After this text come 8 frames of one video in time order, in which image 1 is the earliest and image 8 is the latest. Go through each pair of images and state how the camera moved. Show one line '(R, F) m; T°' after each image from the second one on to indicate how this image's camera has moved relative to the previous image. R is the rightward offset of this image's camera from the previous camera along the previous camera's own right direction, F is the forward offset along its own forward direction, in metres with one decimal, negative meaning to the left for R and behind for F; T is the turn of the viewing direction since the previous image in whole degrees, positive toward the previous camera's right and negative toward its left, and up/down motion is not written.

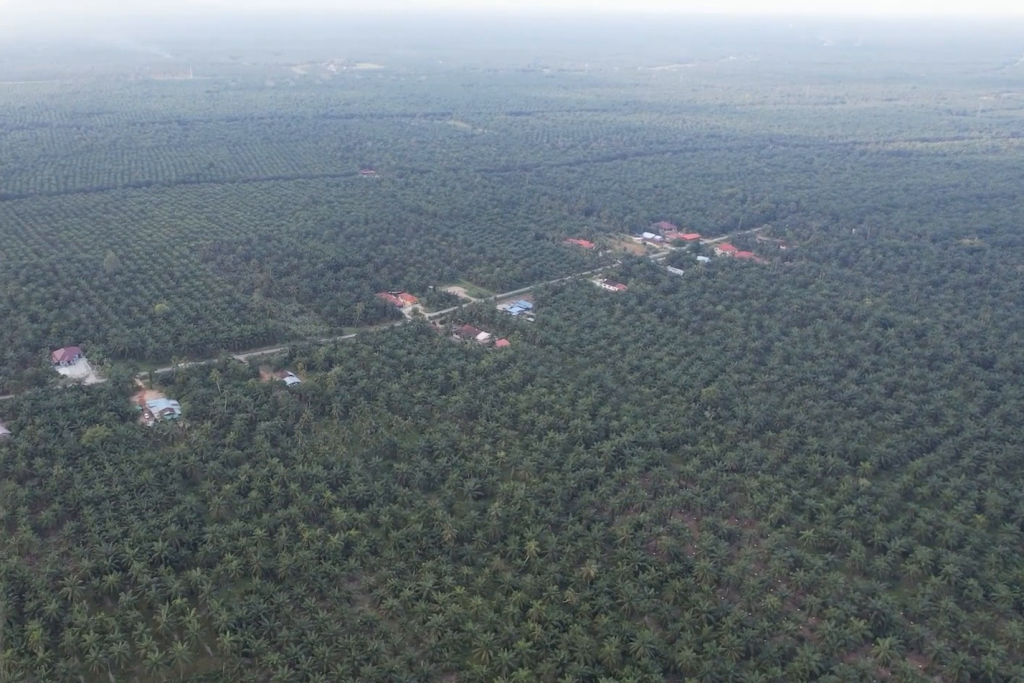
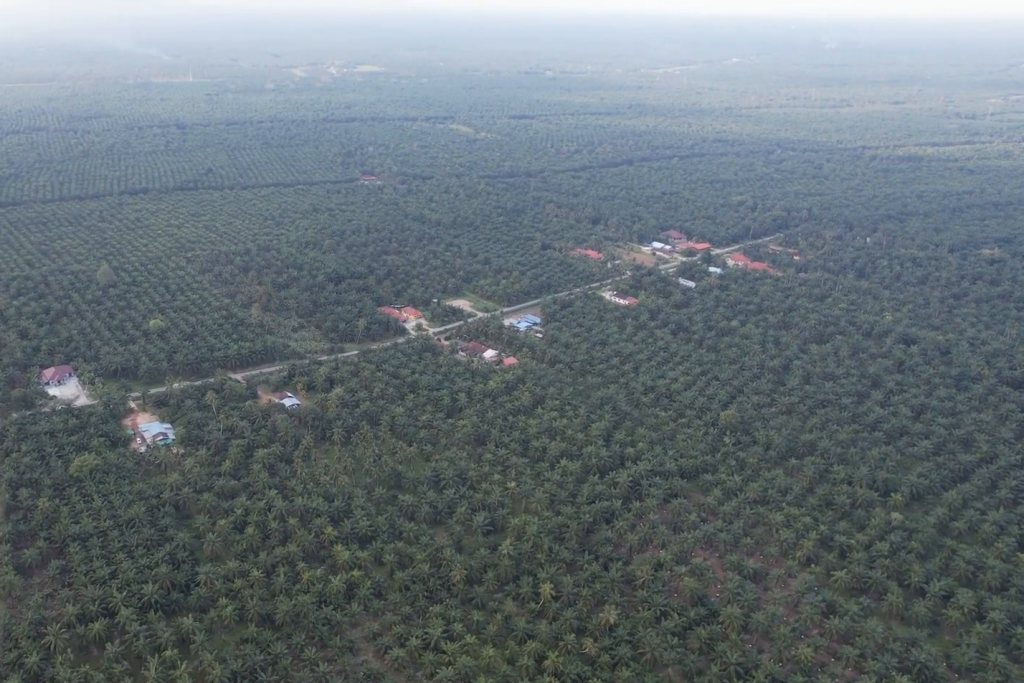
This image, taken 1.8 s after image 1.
(0.0, +24.5) m; 0°
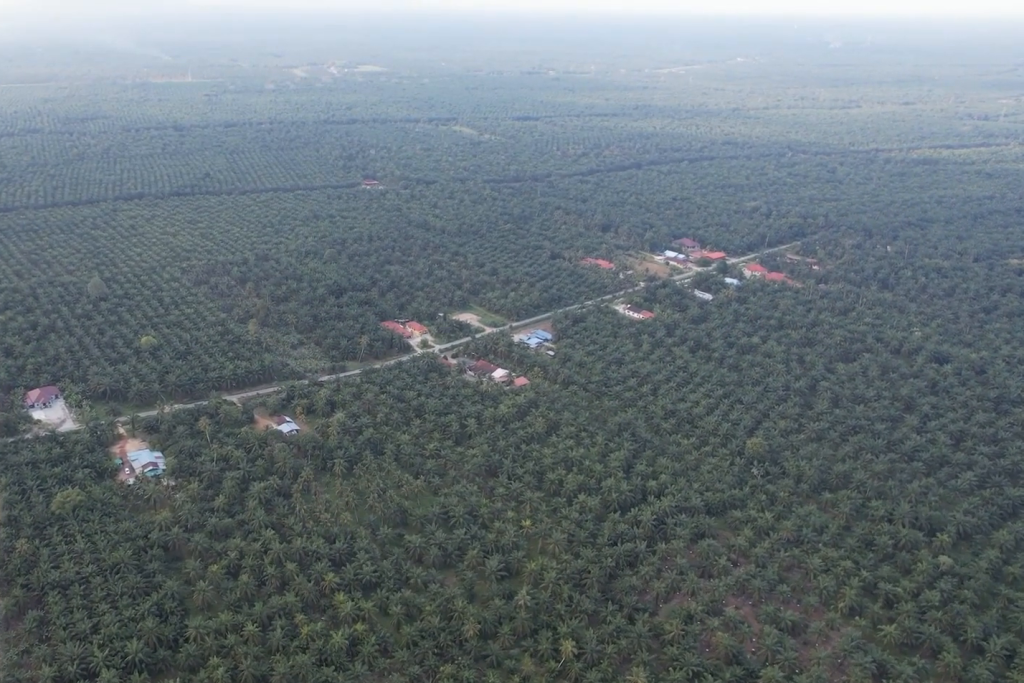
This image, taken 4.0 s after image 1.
(+0.1, +31.3) m; 0°
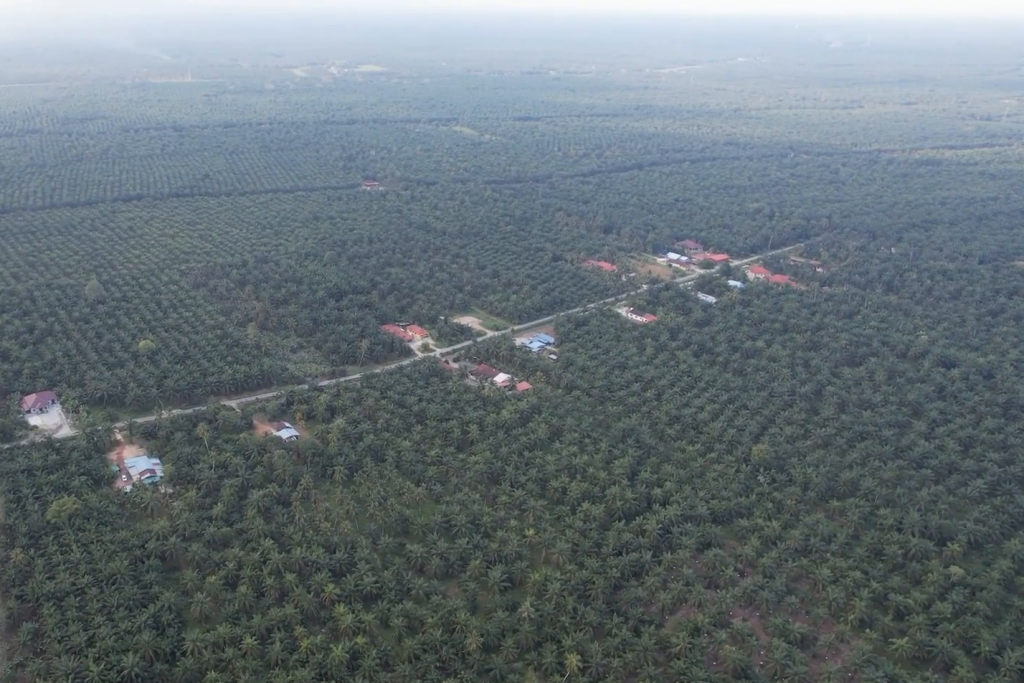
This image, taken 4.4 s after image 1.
(0.0, +6.5) m; 0°
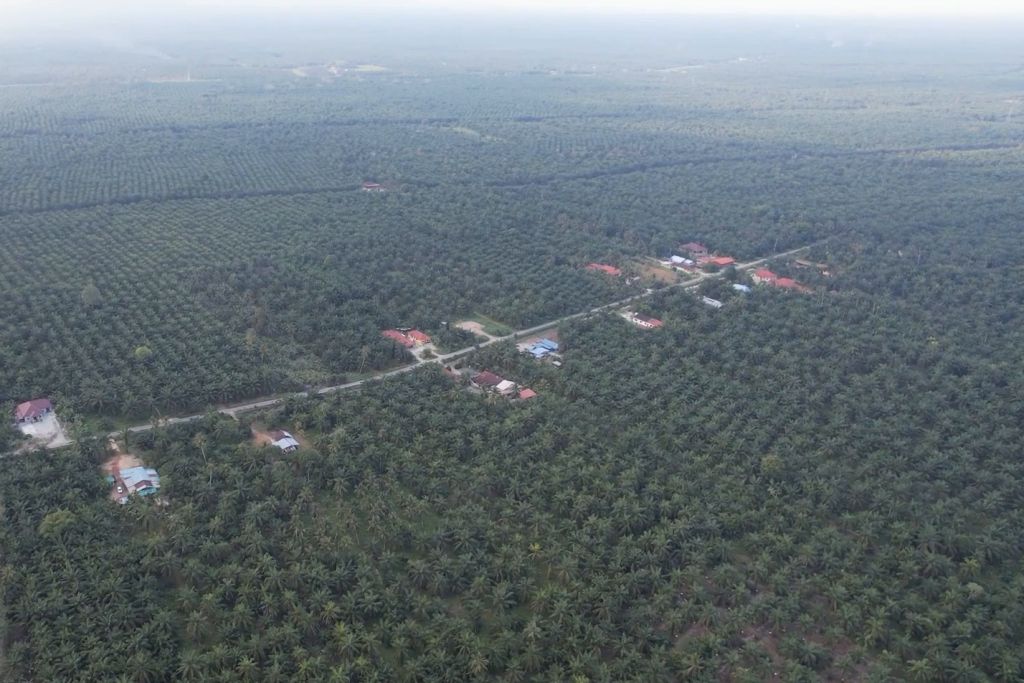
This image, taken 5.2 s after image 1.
(0.0, +10.7) m; 0°
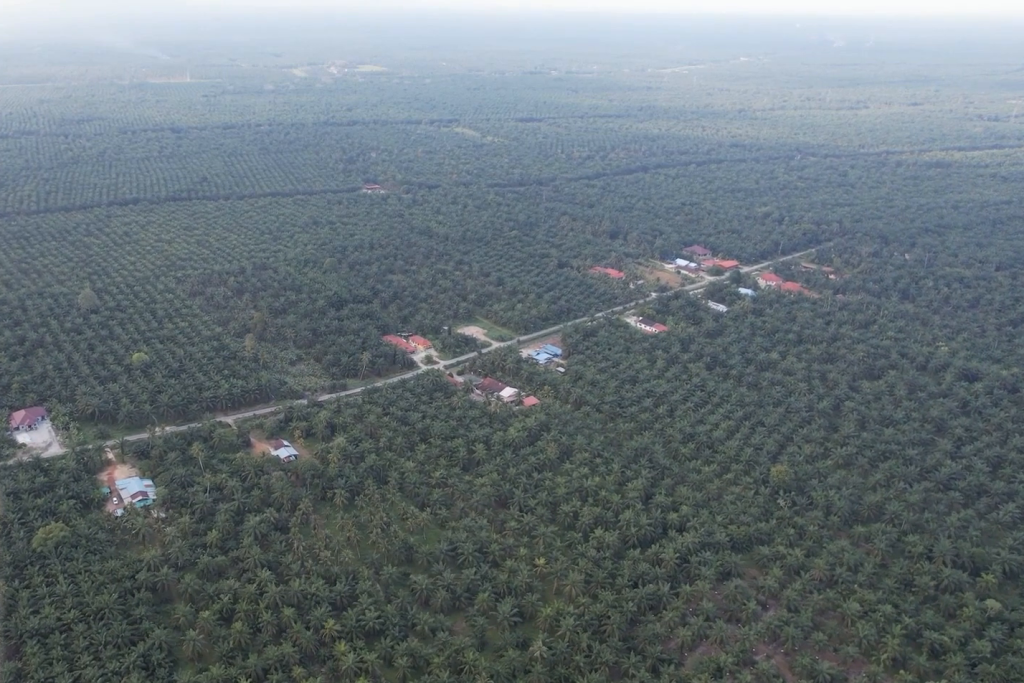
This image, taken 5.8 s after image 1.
(0.0, +9.6) m; 0°
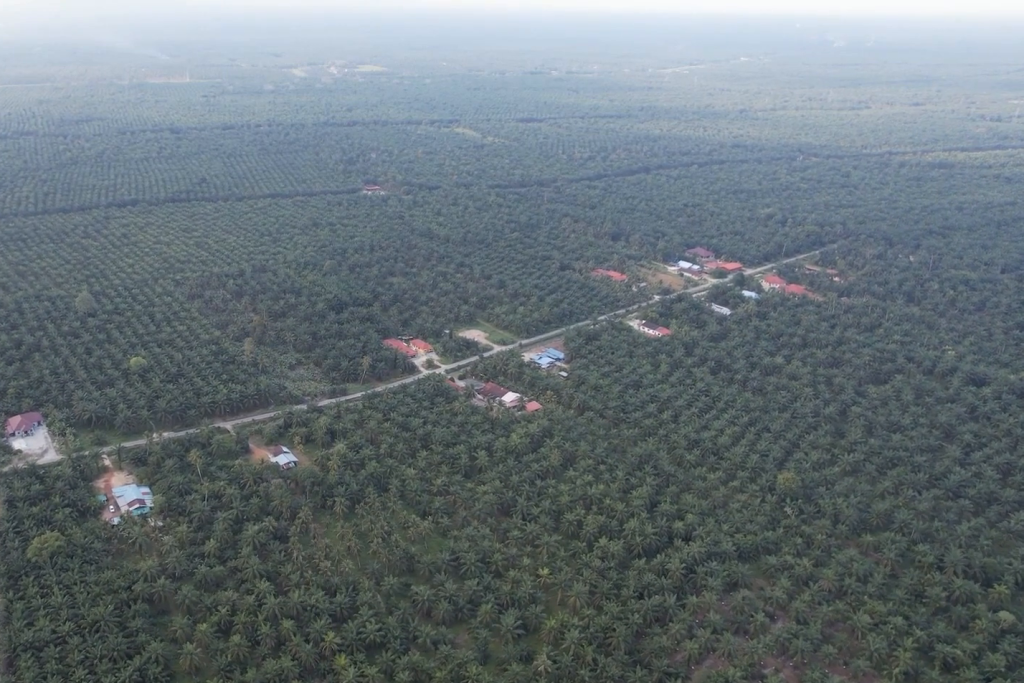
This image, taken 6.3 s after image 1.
(0.0, +6.6) m; 0°
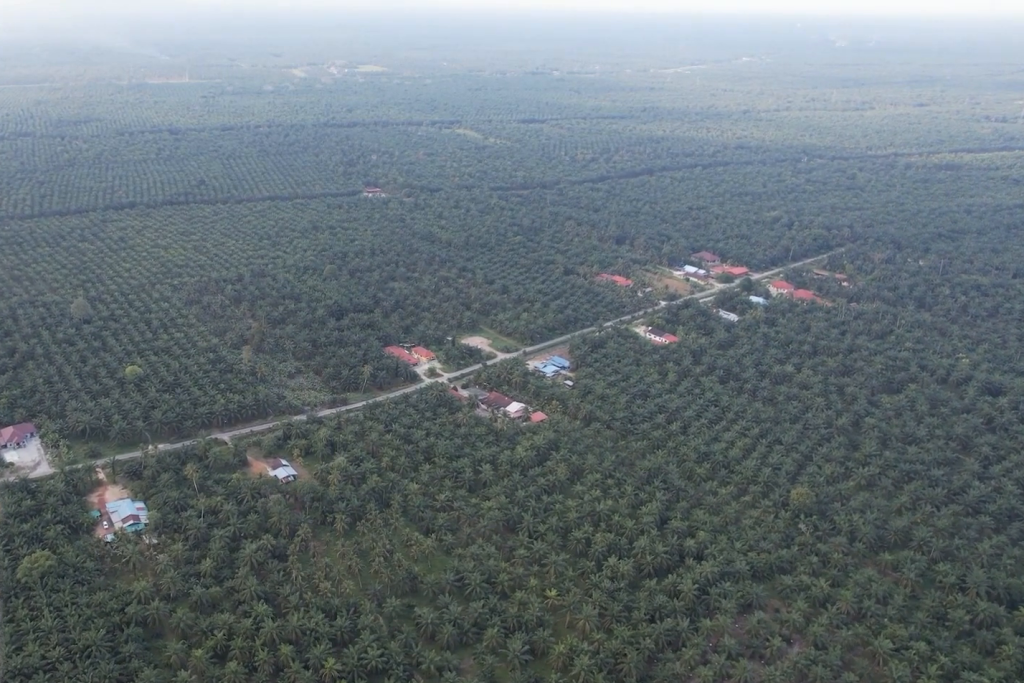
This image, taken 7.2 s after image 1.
(0.0, +13.2) m; 0°
